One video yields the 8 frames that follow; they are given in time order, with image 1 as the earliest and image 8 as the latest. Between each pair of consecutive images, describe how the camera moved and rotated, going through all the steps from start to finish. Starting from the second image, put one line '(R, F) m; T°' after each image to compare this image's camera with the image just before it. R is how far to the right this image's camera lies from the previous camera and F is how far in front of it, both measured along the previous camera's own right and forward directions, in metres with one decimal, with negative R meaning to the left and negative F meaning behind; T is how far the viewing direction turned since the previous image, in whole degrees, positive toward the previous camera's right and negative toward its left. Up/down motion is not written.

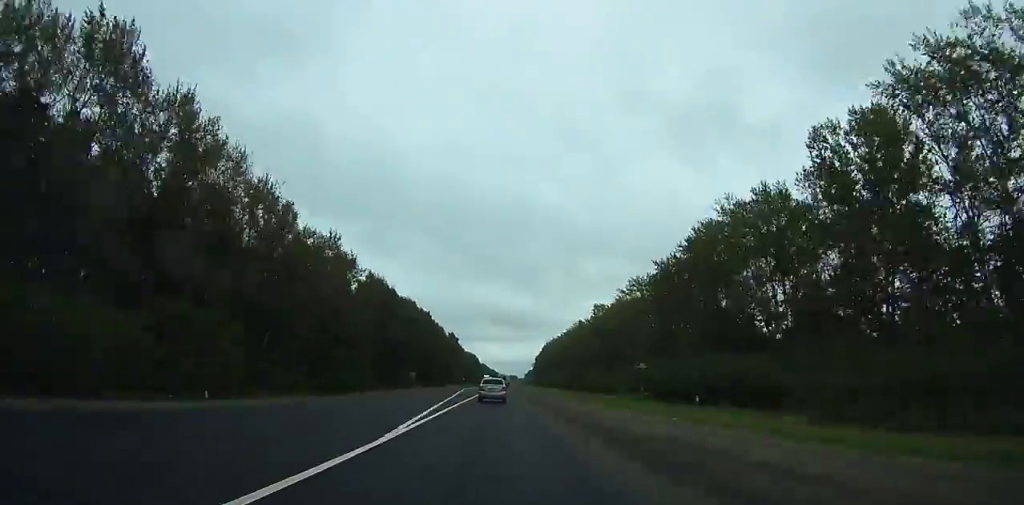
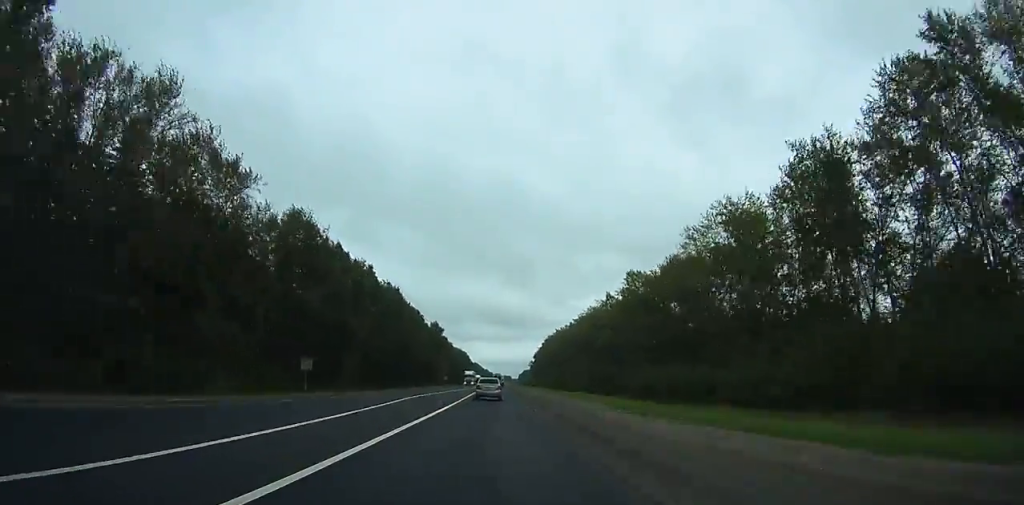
(-2.0, +41.6) m; +4°
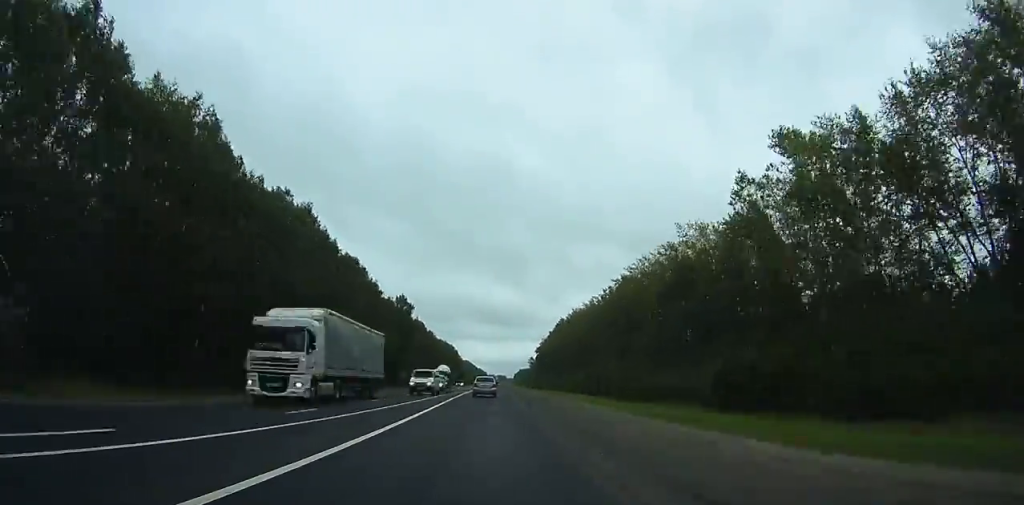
(+8.4, +76.0) m; +4°
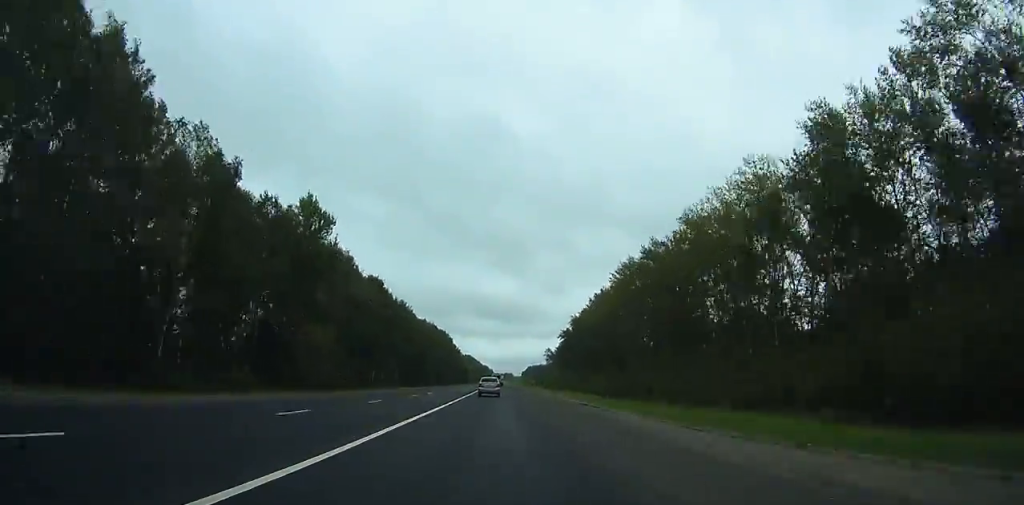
(-4.3, +93.8) m; -3°
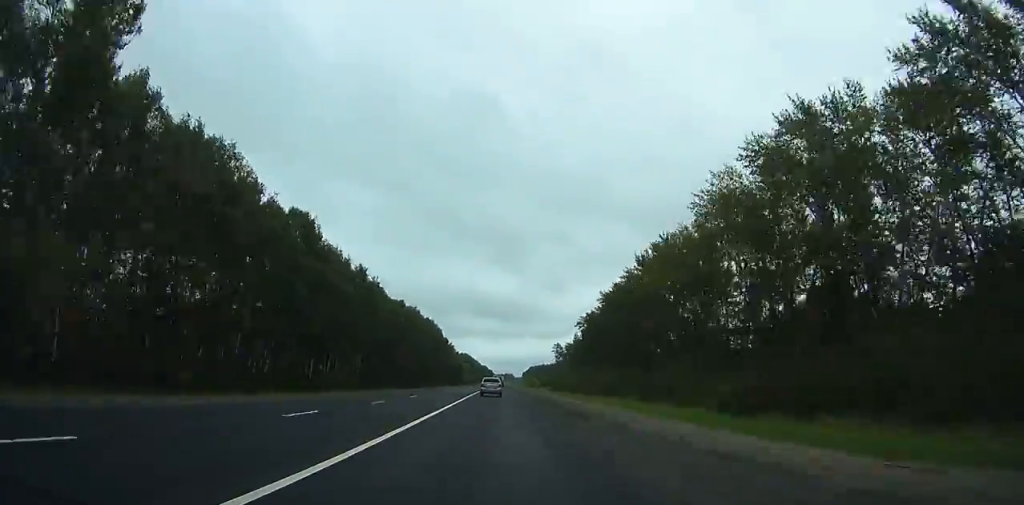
(-0.5, +50.9) m; -1°
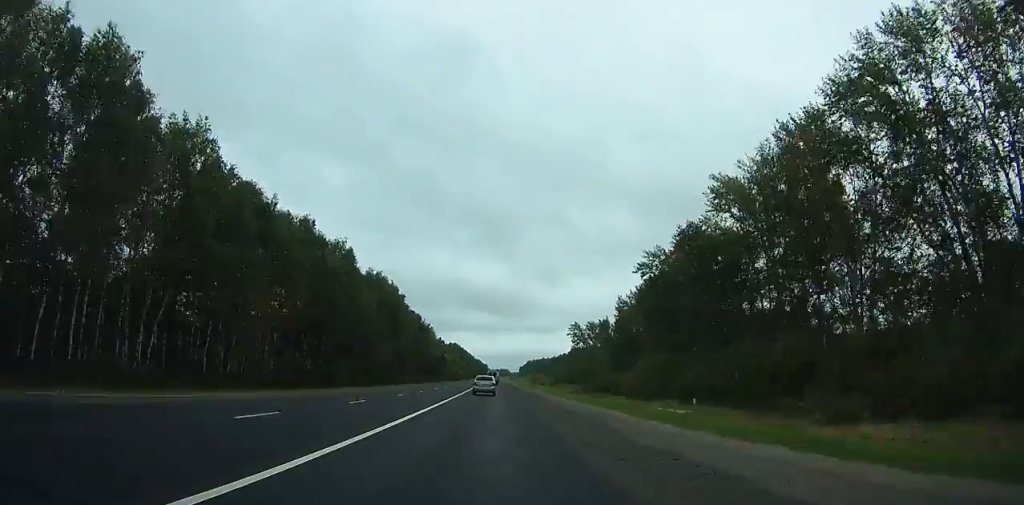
(+0.1, +76.4) m; 0°
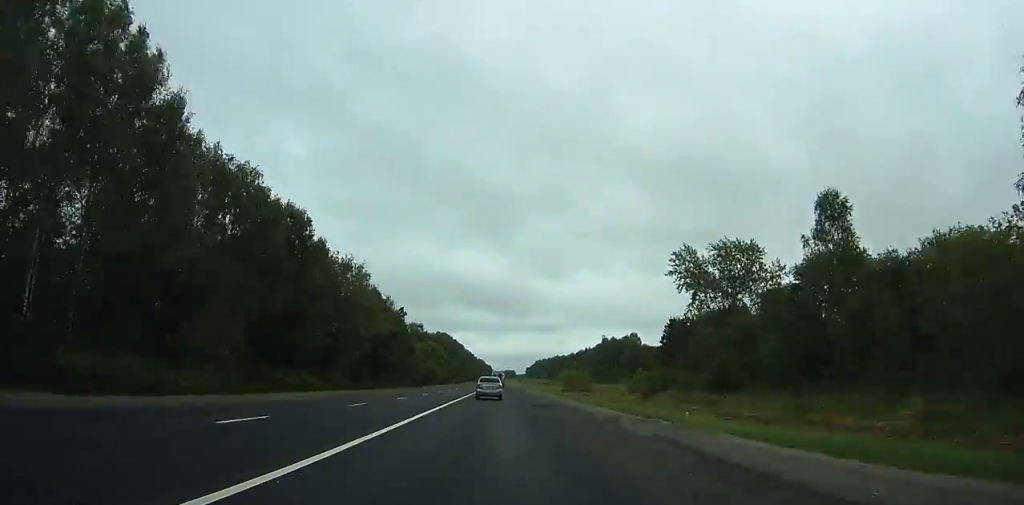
(+0.2, +108.4) m; +7°
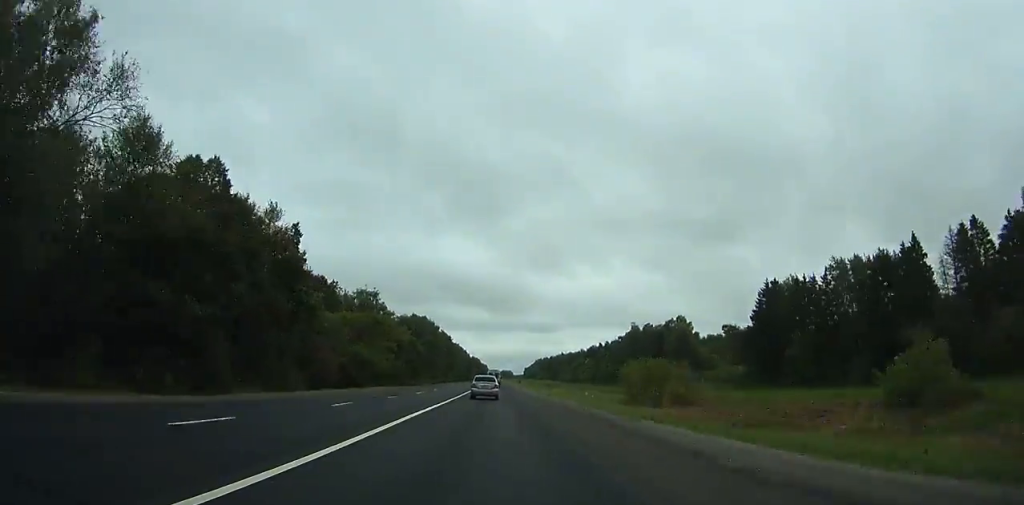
(+8.6, +72.9) m; -6°
